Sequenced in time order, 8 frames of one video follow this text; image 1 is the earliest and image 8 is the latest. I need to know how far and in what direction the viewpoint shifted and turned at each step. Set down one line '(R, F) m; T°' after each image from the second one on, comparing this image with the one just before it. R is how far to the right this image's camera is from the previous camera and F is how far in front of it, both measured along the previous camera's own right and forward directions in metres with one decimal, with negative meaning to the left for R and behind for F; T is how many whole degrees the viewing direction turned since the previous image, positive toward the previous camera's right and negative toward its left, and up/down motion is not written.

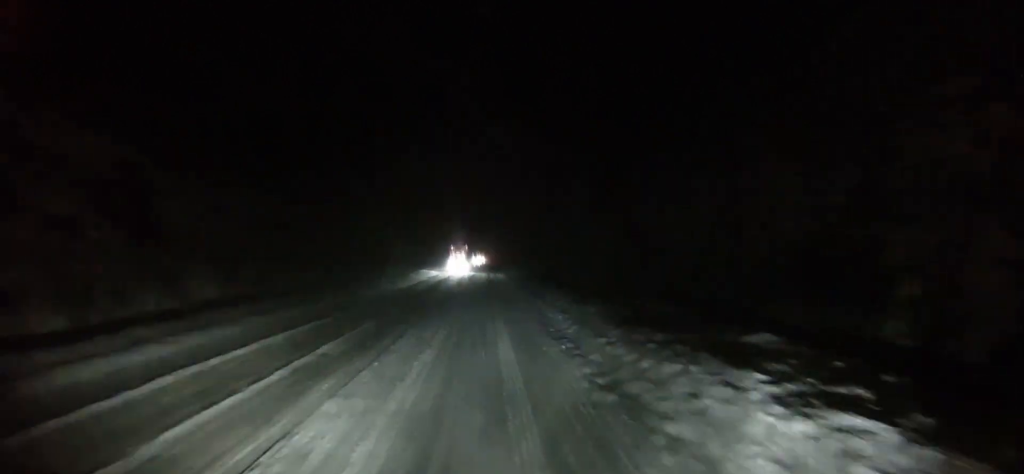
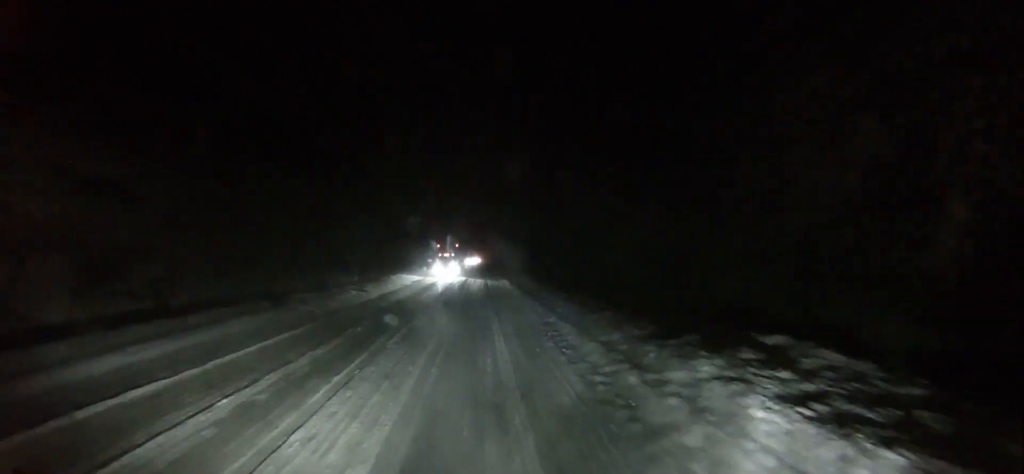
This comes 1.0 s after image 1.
(-0.1, +12.9) m; -1°
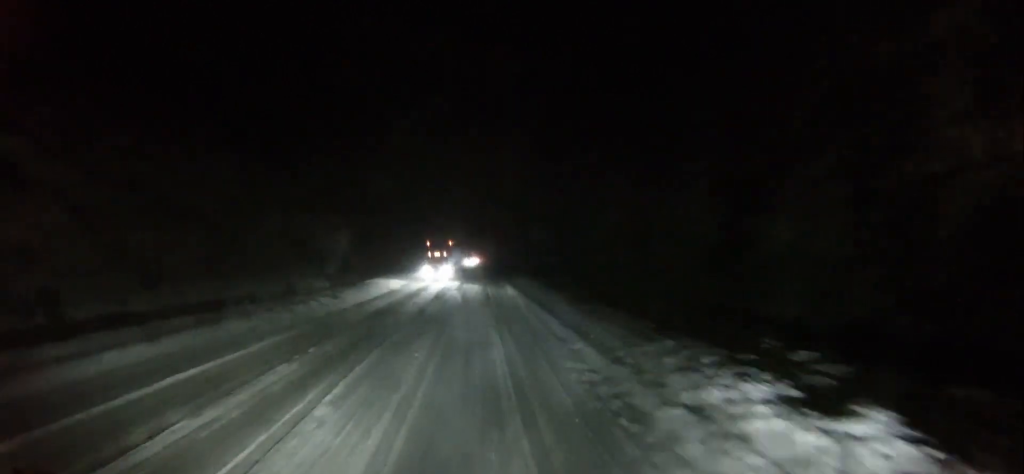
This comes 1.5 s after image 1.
(-0.1, +7.6) m; 0°
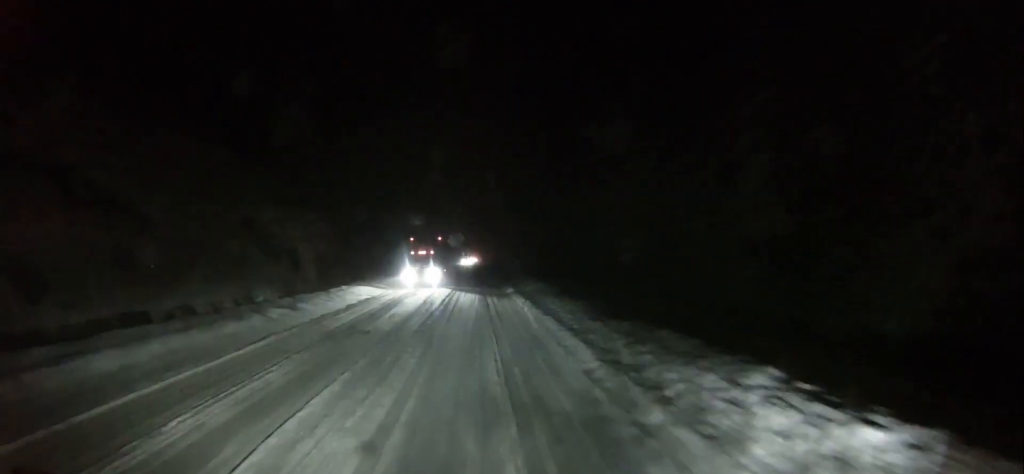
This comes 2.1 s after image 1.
(0.0, +8.0) m; +1°
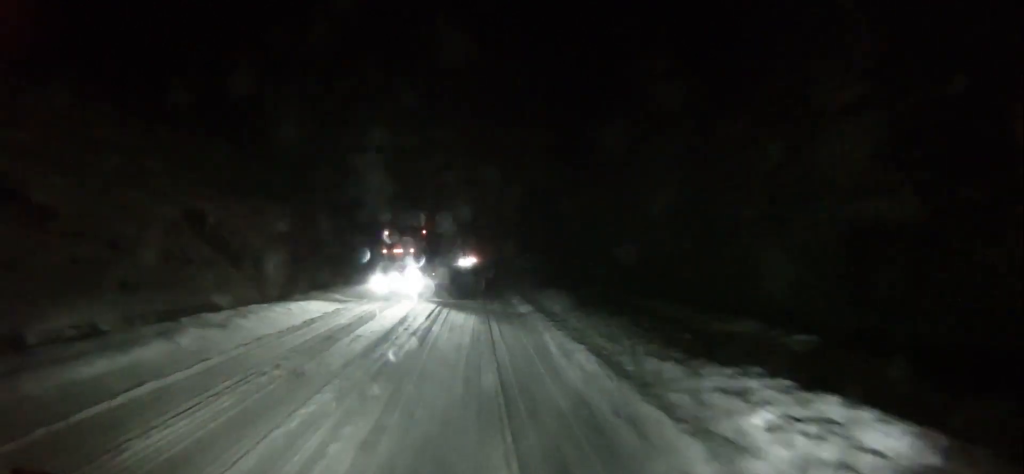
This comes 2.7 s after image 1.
(0.0, +8.1) m; 0°
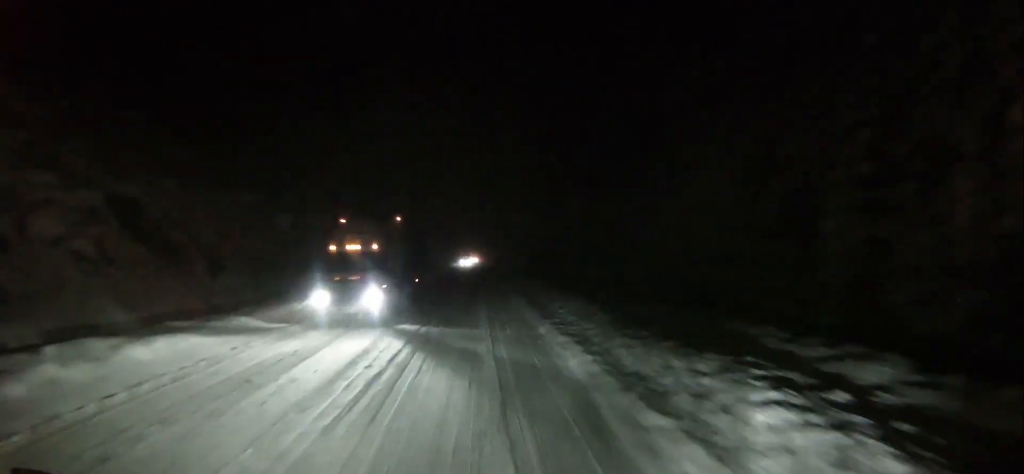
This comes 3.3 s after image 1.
(+0.2, +7.7) m; -1°
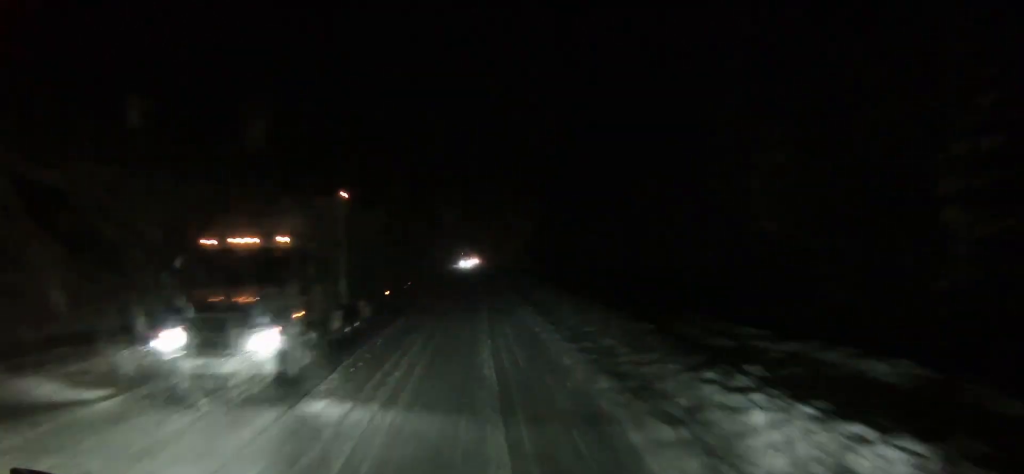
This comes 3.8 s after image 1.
(-0.2, +6.4) m; 0°
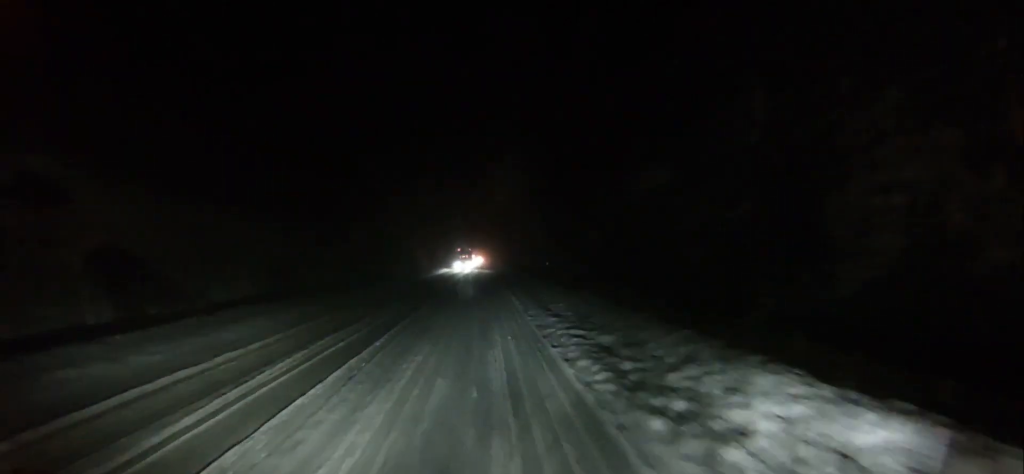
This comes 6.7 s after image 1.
(-0.1, +40.4) m; 0°
